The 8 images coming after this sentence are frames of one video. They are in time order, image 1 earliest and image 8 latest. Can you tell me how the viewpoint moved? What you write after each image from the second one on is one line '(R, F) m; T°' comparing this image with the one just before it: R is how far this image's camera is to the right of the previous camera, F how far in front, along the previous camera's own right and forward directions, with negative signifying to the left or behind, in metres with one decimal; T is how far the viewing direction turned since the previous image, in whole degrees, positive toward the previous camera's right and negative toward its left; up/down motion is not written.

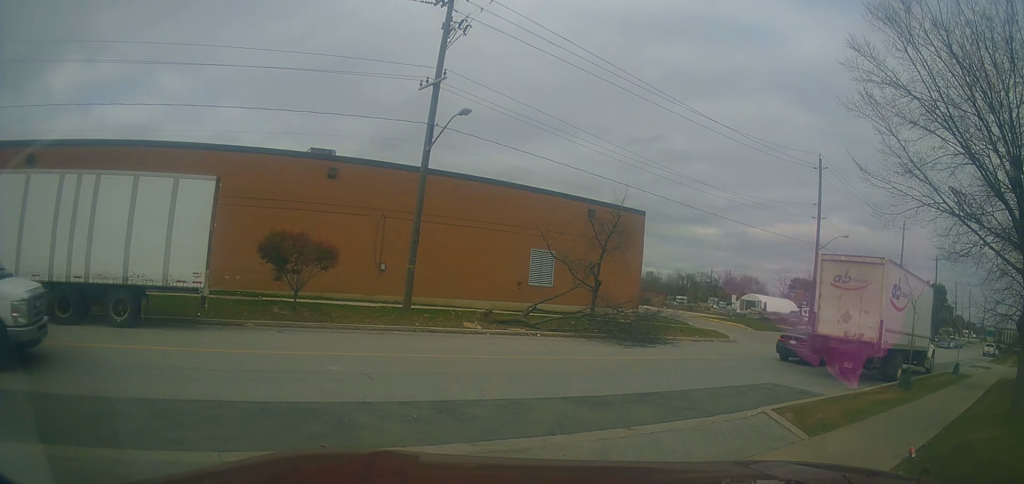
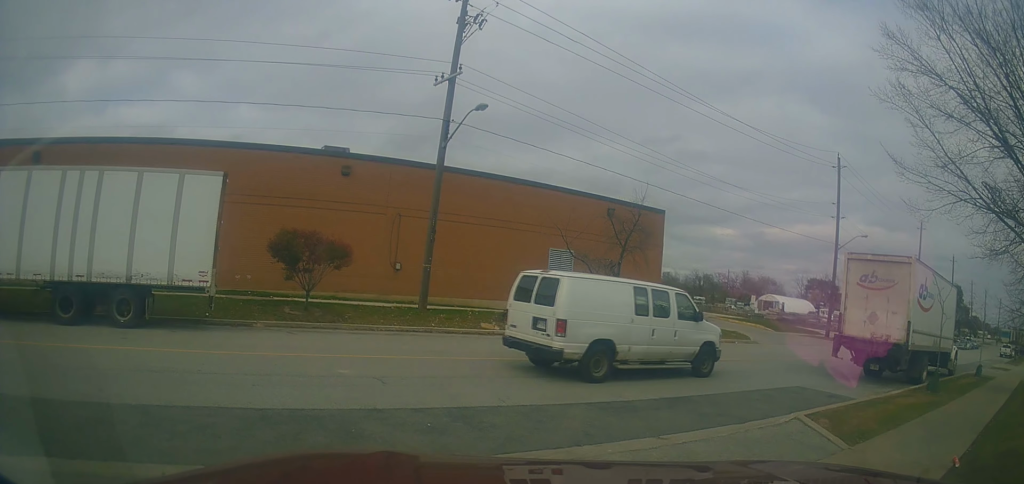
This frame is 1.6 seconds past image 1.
(+0.3, +0.8) m; 0°
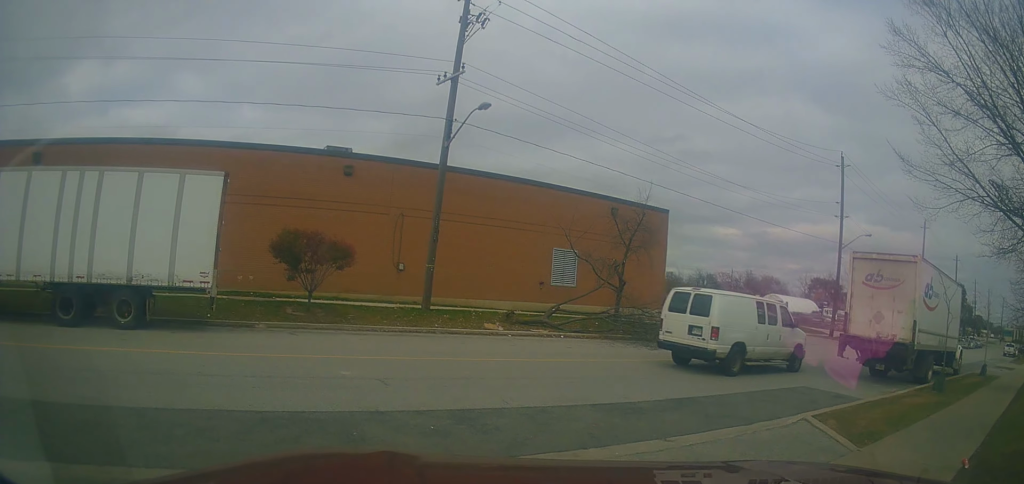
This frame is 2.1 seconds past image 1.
(+0.1, +0.2) m; 0°
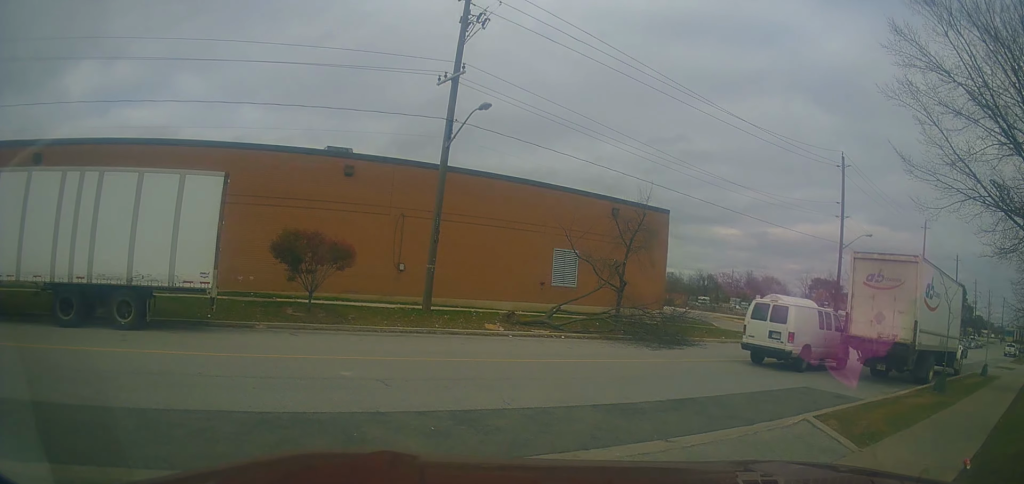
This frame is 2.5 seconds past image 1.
(0.0, 0.0) m; 0°
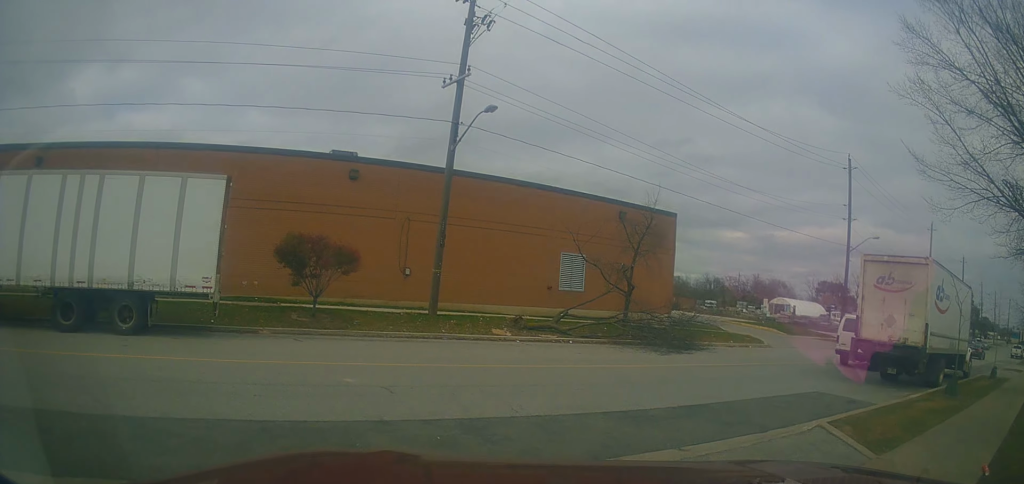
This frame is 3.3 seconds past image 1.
(+0.2, +0.2) m; 0°
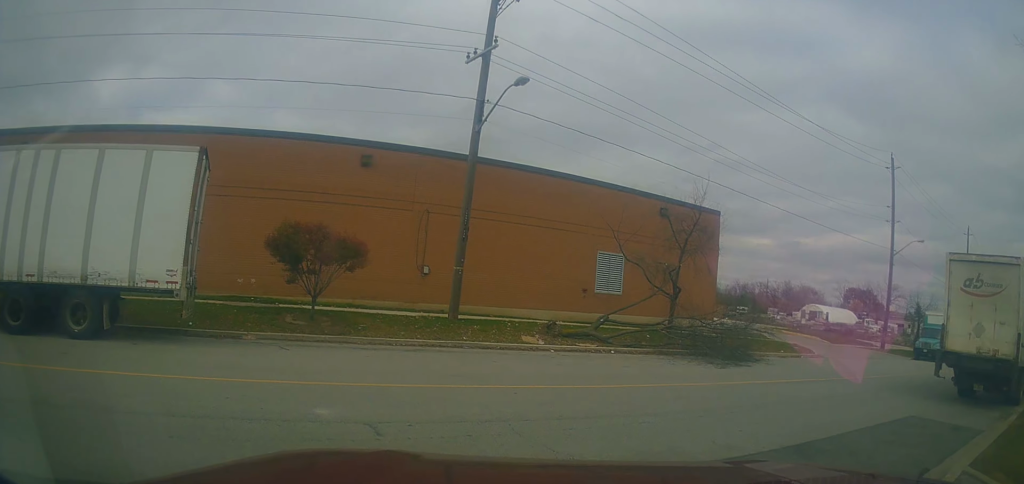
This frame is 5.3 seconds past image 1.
(+0.5, +1.2) m; +11°
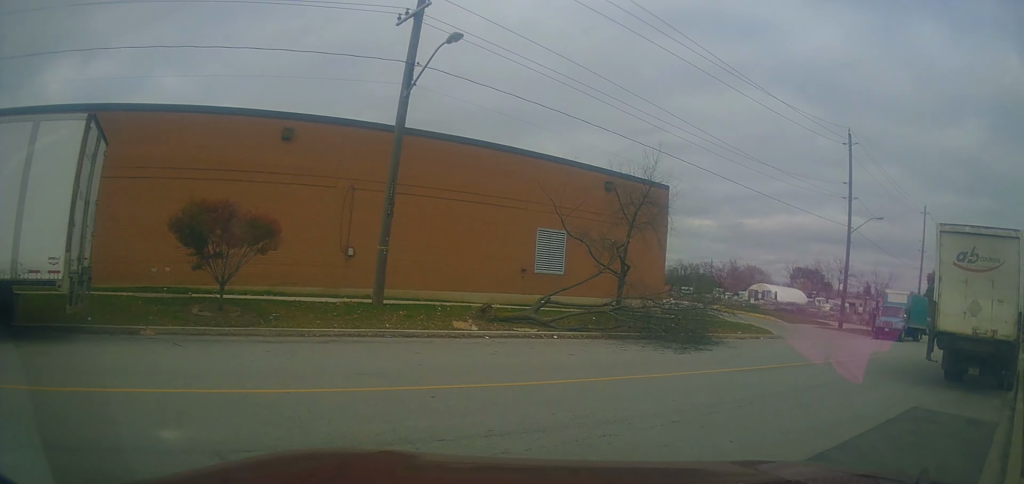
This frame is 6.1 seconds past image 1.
(+0.2, +1.5) m; +11°
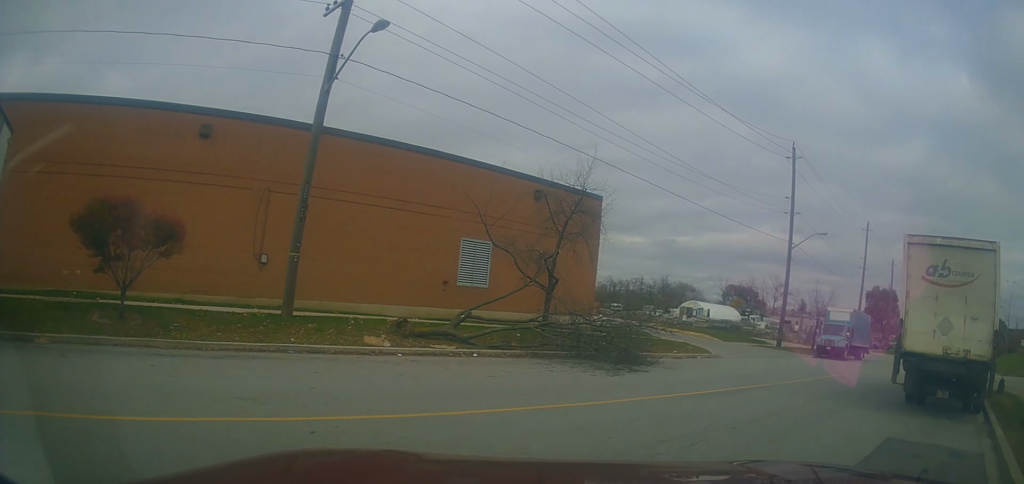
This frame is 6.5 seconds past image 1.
(-0.1, +1.3) m; +4°
